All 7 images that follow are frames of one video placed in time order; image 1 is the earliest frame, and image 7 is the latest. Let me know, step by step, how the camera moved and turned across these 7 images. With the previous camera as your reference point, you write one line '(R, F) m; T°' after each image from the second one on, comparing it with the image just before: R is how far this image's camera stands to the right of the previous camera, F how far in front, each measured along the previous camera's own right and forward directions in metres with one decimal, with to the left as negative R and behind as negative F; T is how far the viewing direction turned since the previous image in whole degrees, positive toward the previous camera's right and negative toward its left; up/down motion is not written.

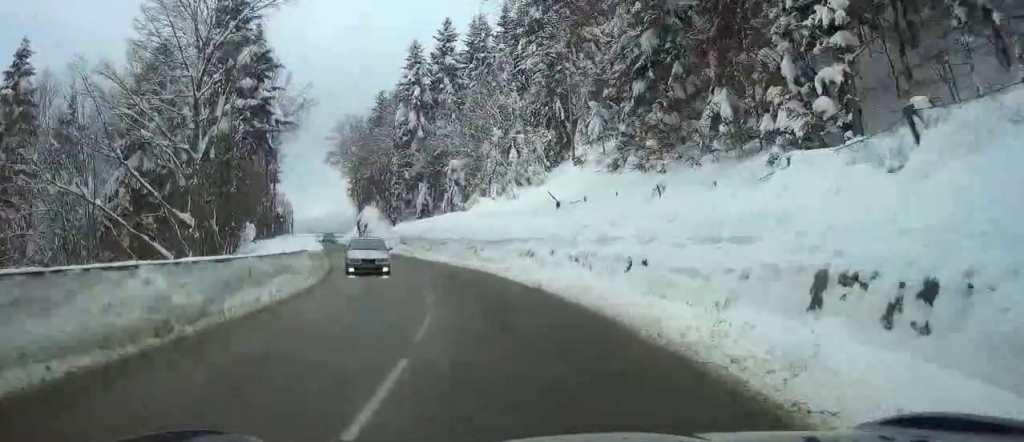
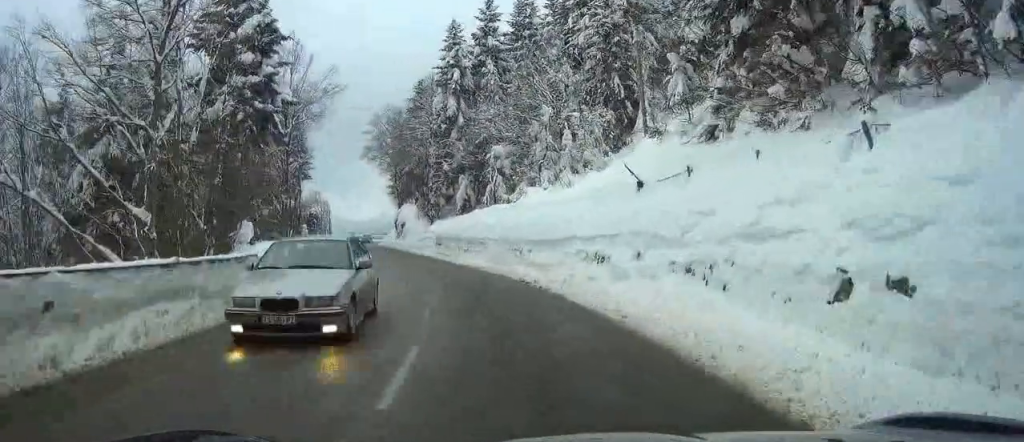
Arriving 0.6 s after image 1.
(0.0, +7.9) m; -1°
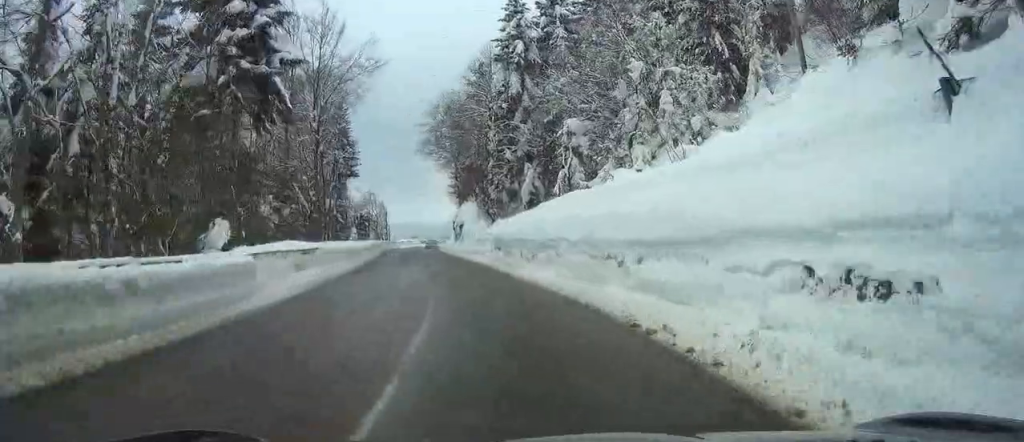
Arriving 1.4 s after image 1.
(+0.1, +10.5) m; -6°
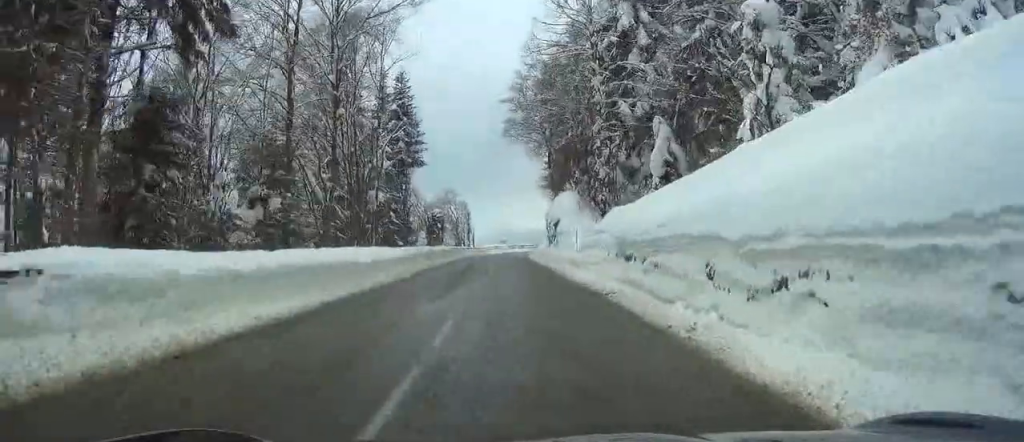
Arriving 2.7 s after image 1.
(-2.3, +16.5) m; -12°
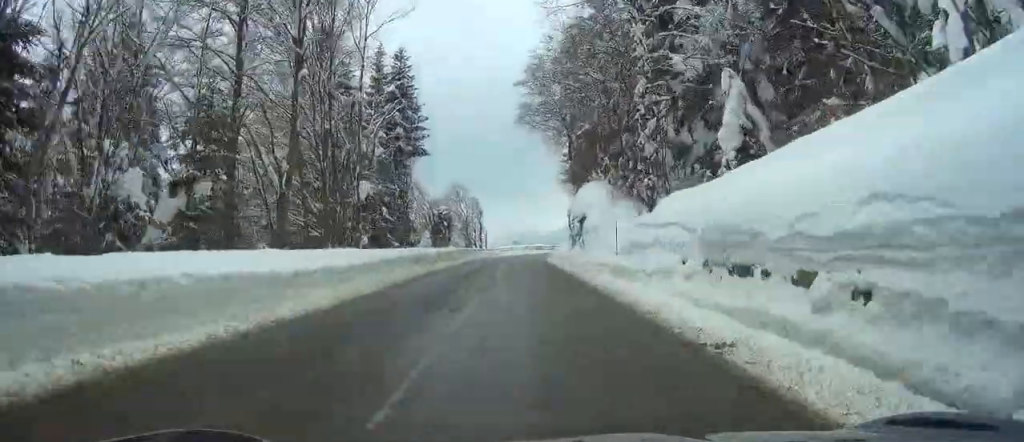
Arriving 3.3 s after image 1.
(-0.3, +7.9) m; -2°
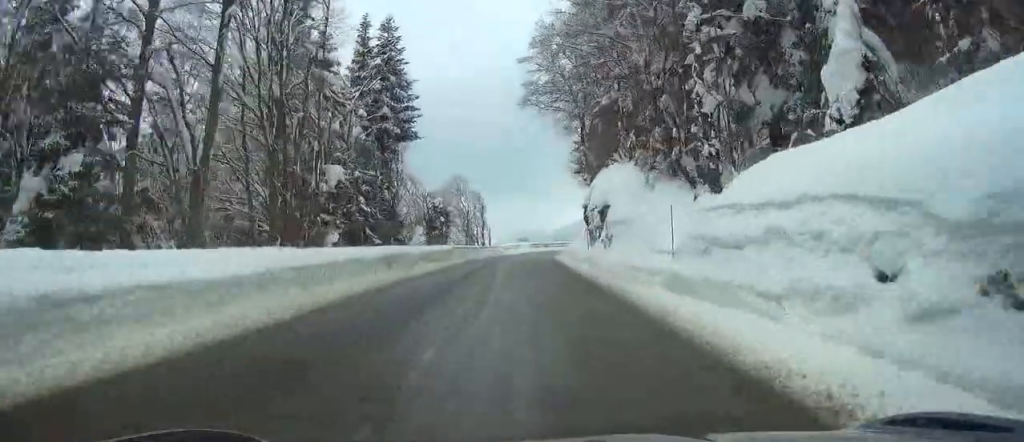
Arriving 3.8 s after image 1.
(-0.1, +7.1) m; -1°
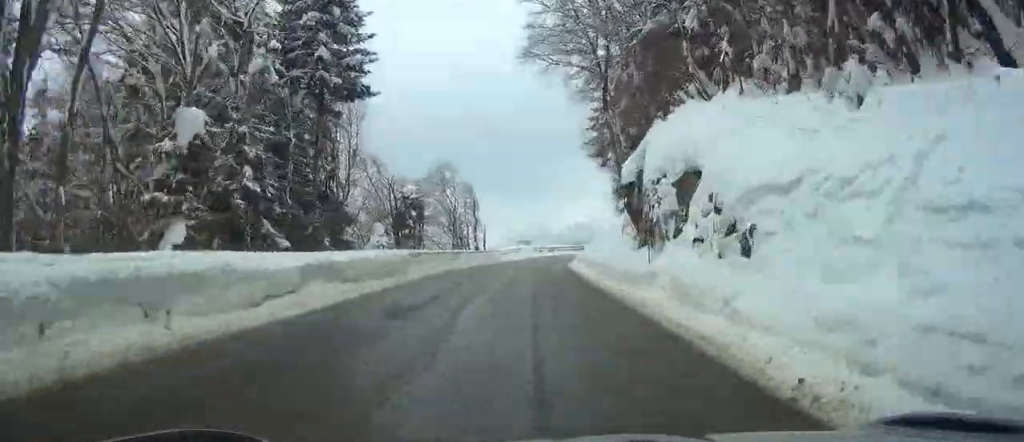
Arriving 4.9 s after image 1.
(-0.2, +14.8) m; -1°
